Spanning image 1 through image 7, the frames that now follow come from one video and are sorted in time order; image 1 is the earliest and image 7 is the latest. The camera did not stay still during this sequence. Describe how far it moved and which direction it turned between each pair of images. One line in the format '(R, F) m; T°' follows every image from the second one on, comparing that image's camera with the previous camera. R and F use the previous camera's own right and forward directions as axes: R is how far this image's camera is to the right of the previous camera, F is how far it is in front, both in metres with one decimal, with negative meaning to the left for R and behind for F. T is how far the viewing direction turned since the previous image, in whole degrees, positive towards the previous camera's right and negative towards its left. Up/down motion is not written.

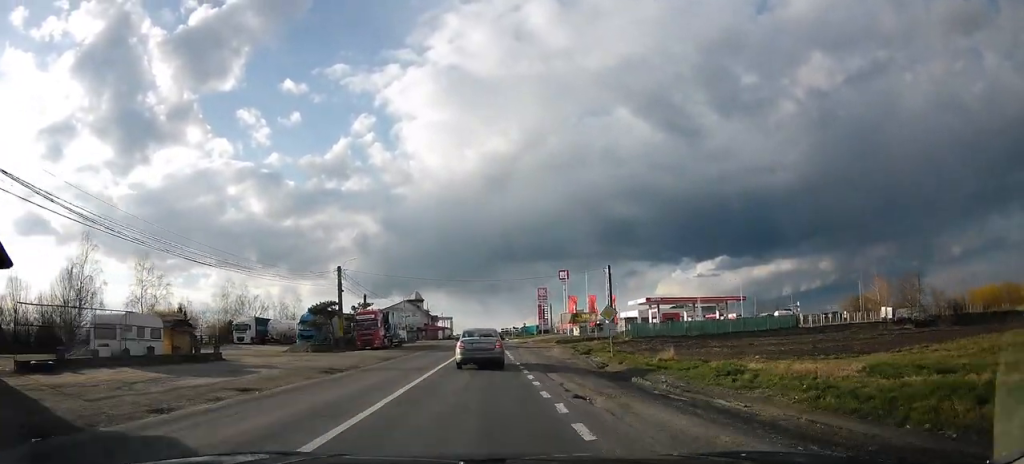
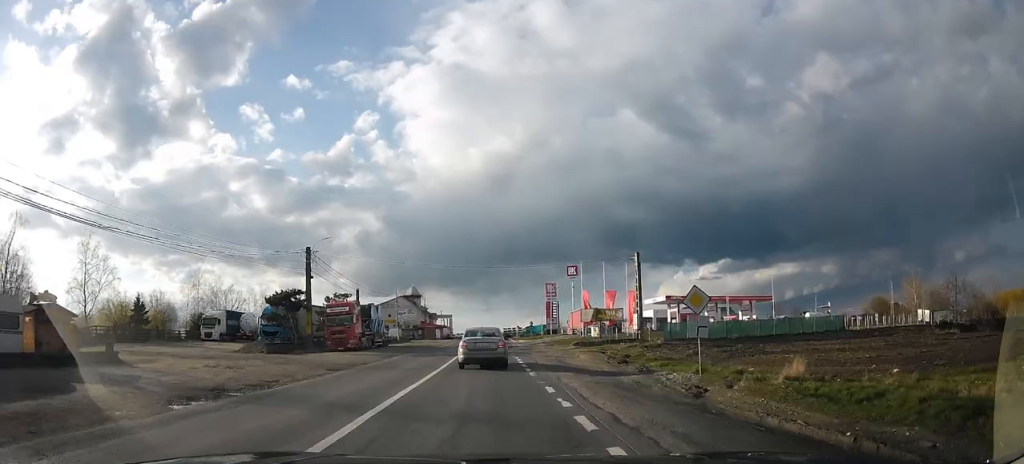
(+0.5, +9.5) m; +1°
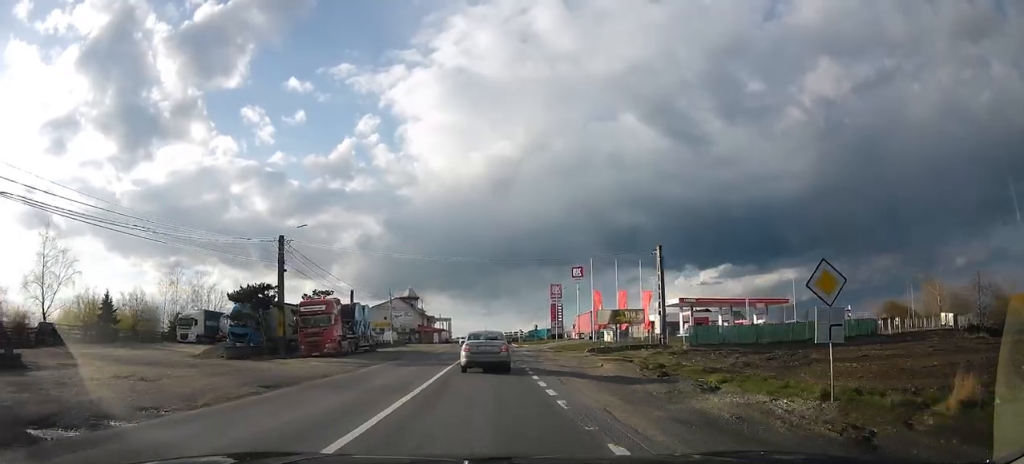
(+0.5, +5.8) m; -2°
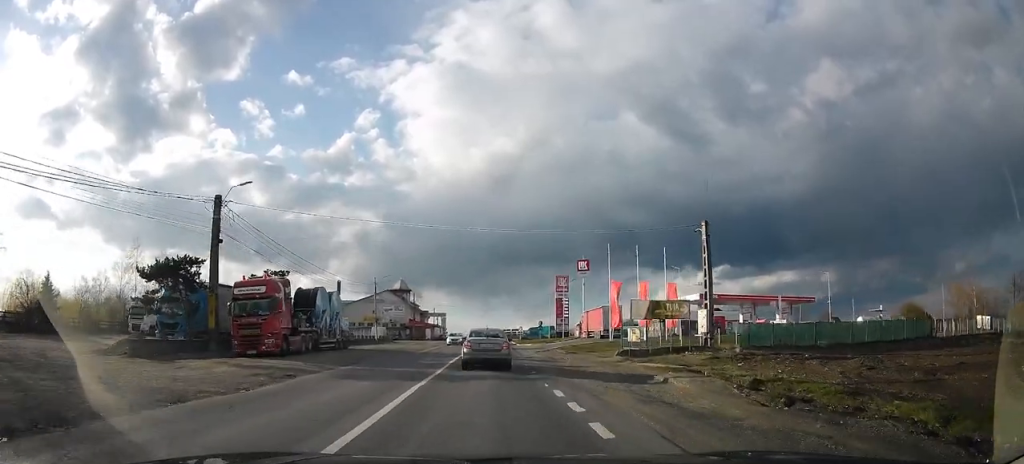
(-0.8, +8.9) m; -3°
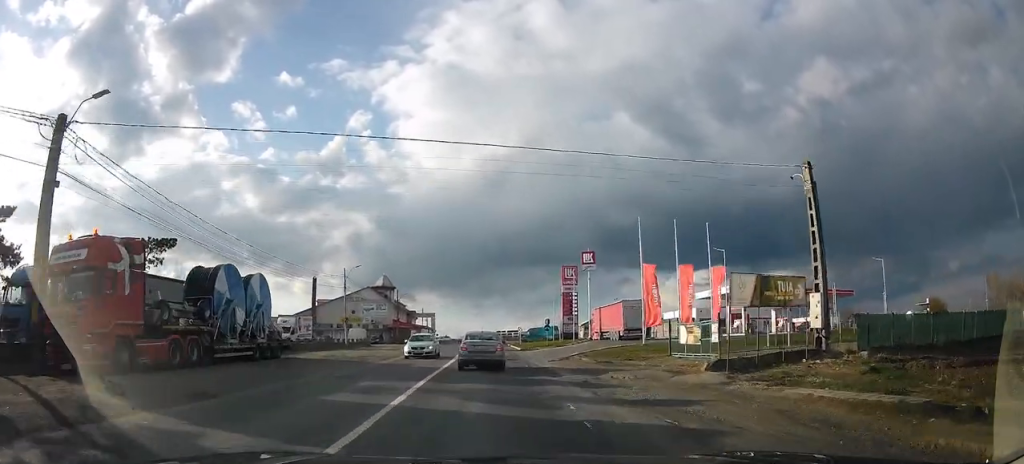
(-0.2, +12.1) m; -2°
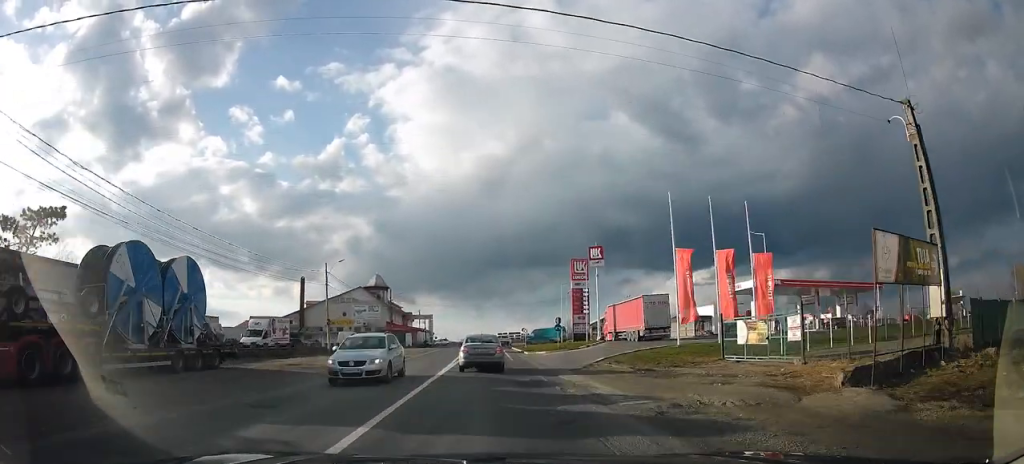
(+0.2, +6.9) m; 0°
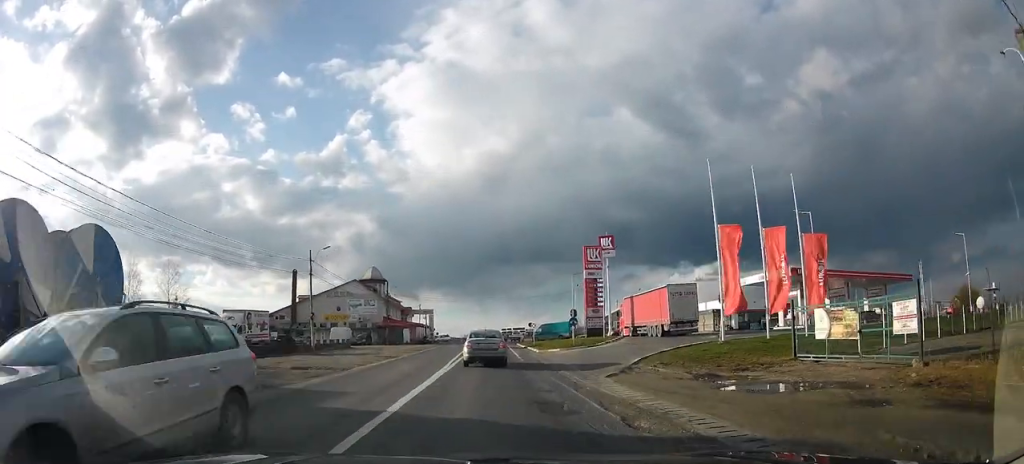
(-0.4, +5.6) m; 0°
